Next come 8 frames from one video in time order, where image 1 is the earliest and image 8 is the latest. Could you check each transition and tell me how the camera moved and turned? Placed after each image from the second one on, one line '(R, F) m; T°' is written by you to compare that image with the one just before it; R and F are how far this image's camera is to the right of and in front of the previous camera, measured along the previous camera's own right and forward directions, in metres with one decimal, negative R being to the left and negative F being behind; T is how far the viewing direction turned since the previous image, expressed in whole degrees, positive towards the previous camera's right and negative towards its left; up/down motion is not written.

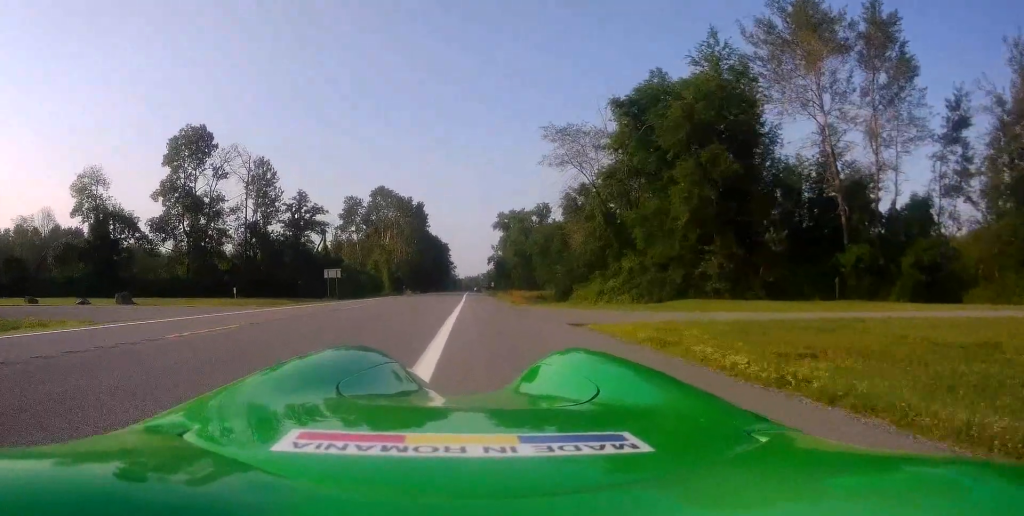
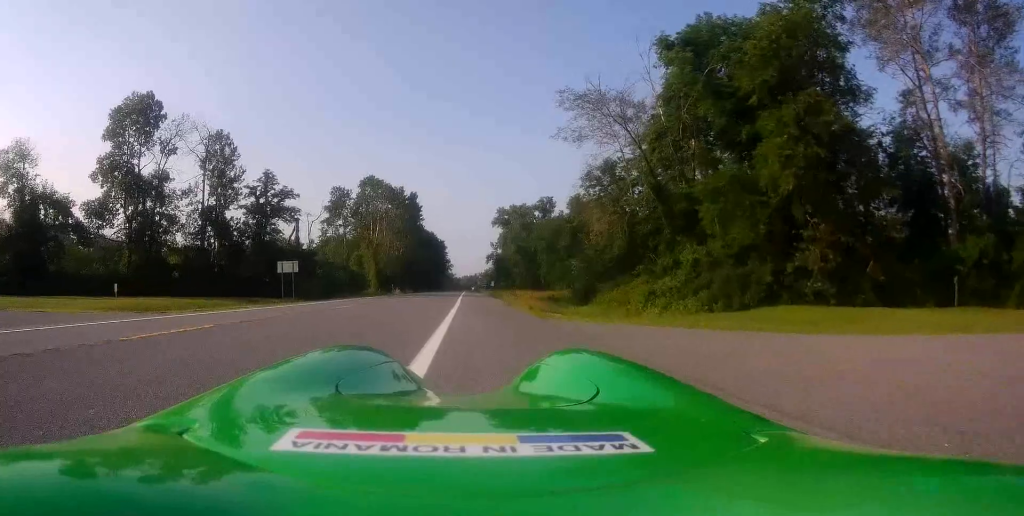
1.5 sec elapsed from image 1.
(+0.1, +12.8) m; +1°
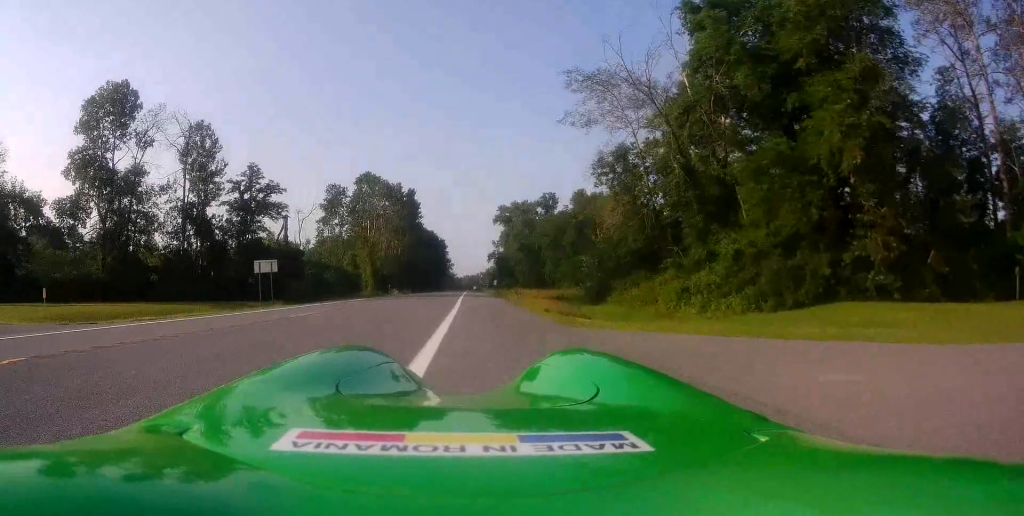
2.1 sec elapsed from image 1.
(0.0, +5.0) m; 0°
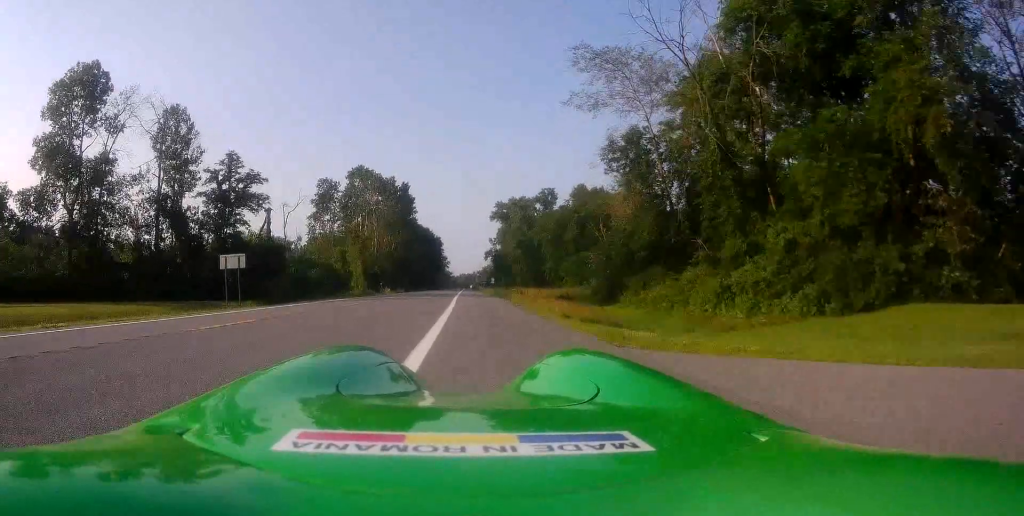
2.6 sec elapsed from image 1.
(0.0, +4.7) m; +1°
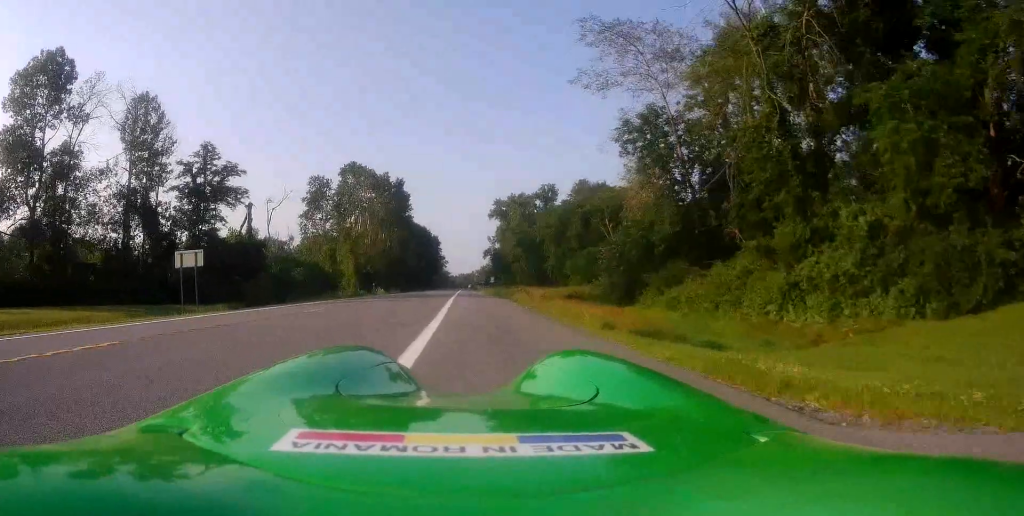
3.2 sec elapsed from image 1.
(-0.1, +5.4) m; +2°
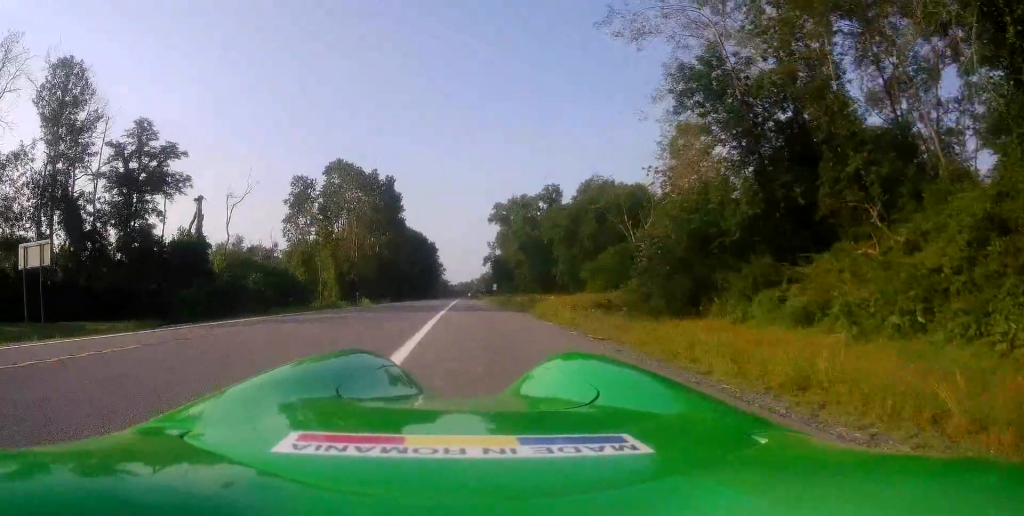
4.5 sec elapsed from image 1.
(+0.3, +11.4) m; 0°
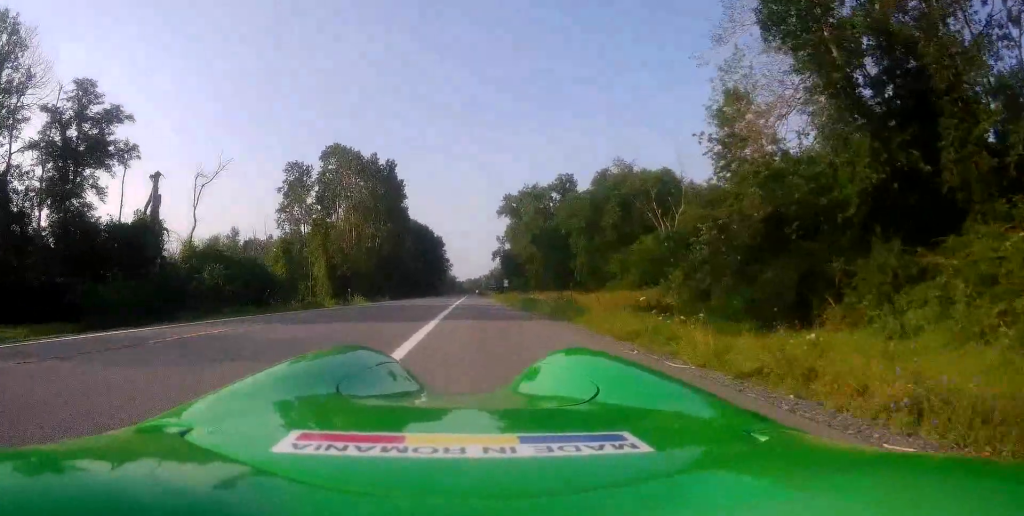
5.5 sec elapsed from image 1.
(-0.2, +8.7) m; 0°
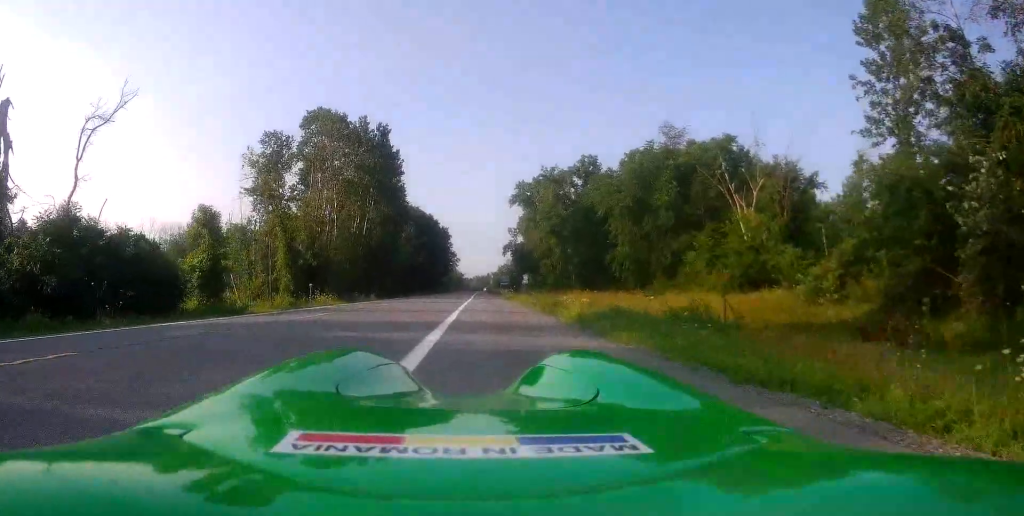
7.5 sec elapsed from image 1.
(+0.5, +17.0) m; 0°
